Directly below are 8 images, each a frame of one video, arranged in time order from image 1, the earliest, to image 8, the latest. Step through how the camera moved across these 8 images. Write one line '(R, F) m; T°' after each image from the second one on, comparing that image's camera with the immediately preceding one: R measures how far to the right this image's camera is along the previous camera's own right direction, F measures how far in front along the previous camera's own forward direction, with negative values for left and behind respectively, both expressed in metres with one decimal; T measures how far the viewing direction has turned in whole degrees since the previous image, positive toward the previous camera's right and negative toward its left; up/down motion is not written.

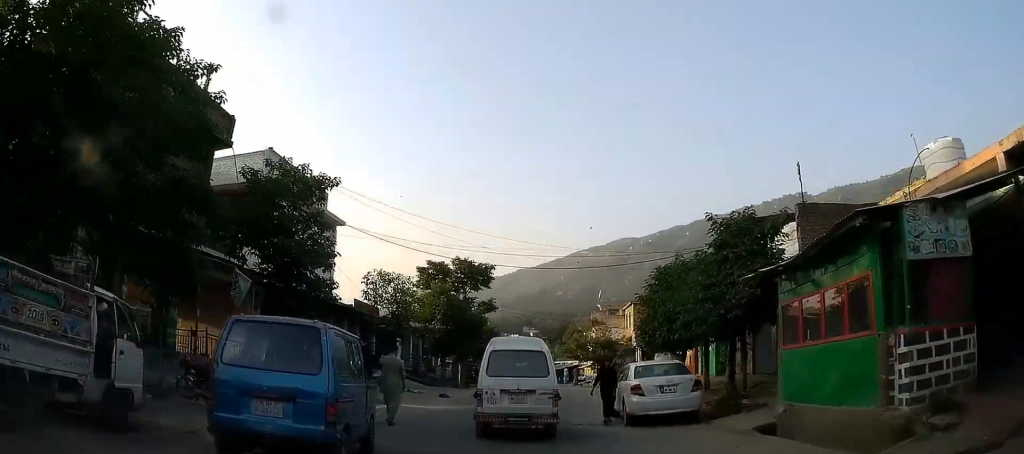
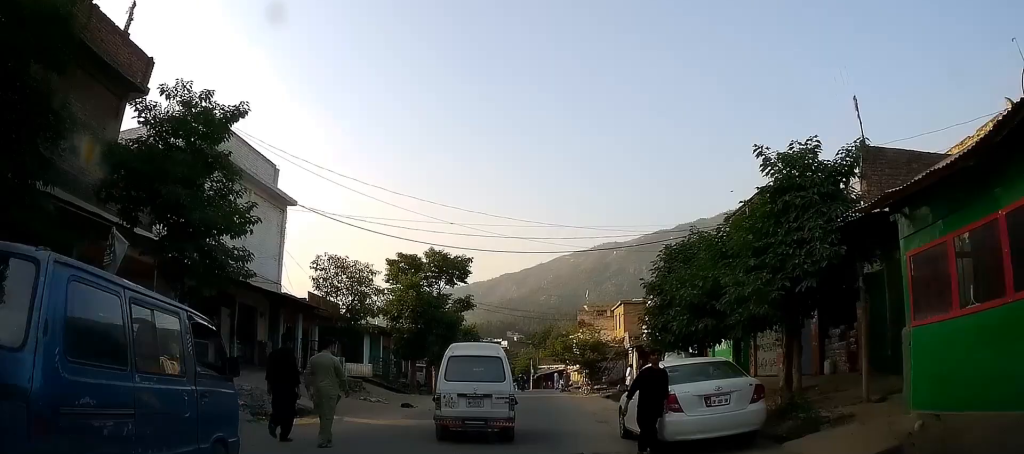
(+0.2, +4.6) m; 0°
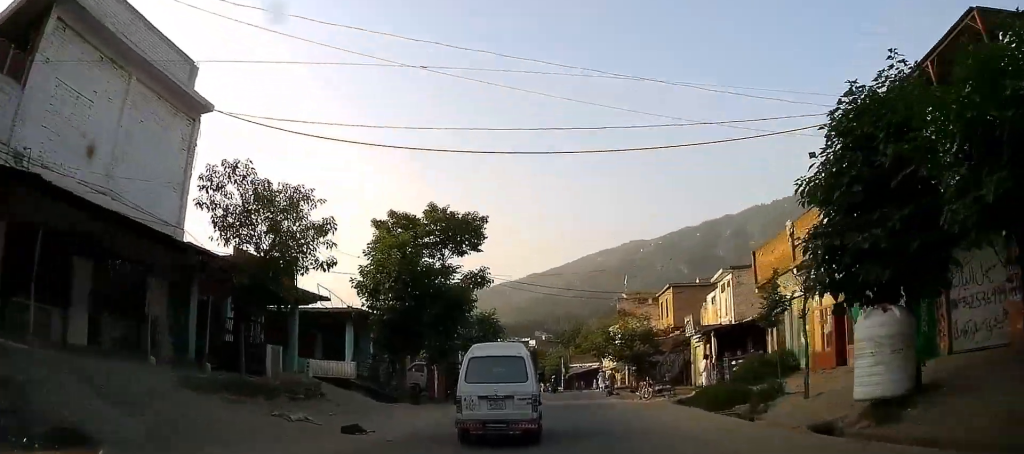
(-0.1, +9.4) m; -3°
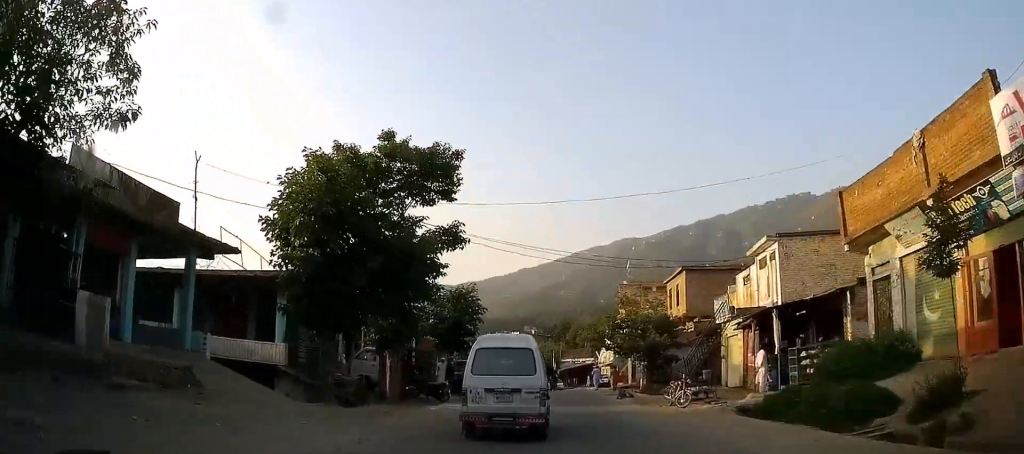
(-0.2, +7.2) m; 0°
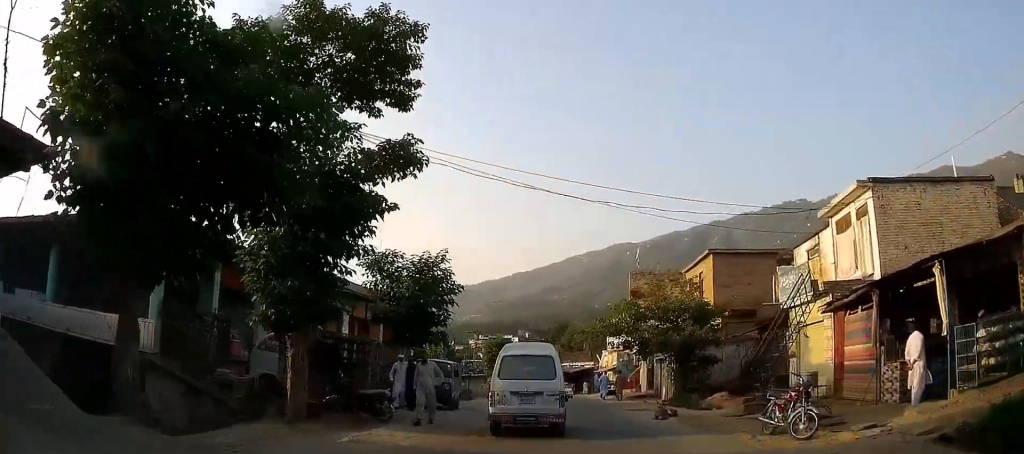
(+0.1, +8.8) m; +1°
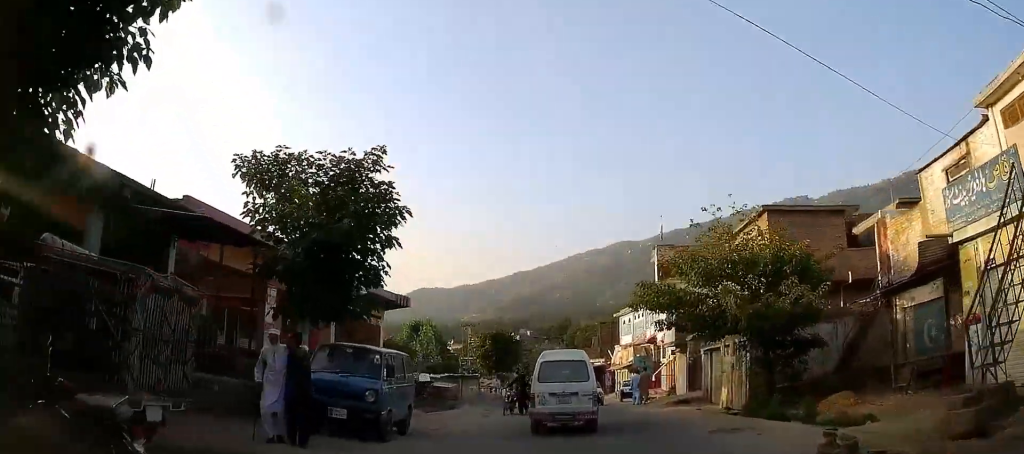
(0.0, +9.5) m; -1°
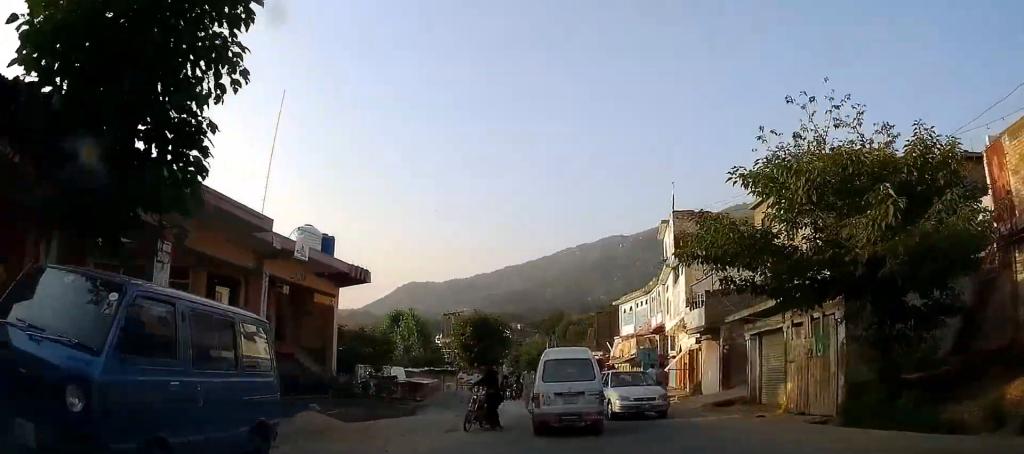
(-0.1, +6.5) m; +2°
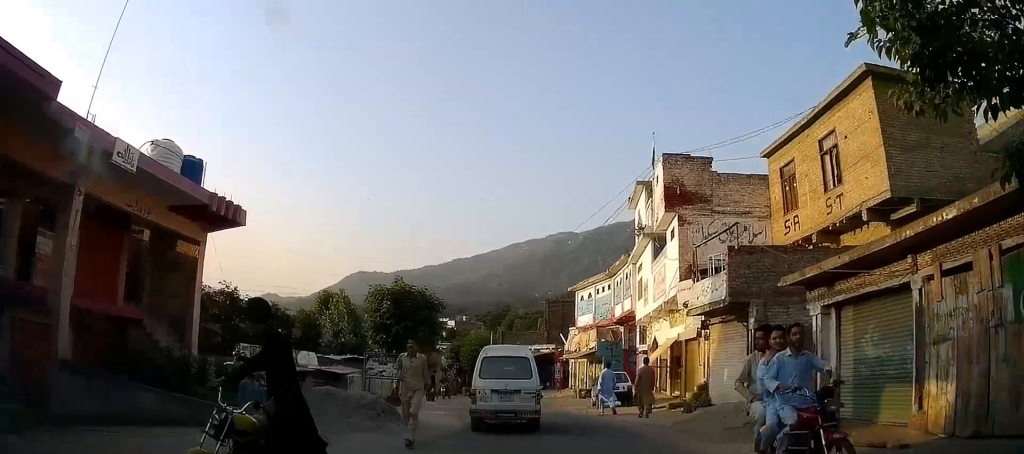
(+0.5, +9.0) m; +7°
